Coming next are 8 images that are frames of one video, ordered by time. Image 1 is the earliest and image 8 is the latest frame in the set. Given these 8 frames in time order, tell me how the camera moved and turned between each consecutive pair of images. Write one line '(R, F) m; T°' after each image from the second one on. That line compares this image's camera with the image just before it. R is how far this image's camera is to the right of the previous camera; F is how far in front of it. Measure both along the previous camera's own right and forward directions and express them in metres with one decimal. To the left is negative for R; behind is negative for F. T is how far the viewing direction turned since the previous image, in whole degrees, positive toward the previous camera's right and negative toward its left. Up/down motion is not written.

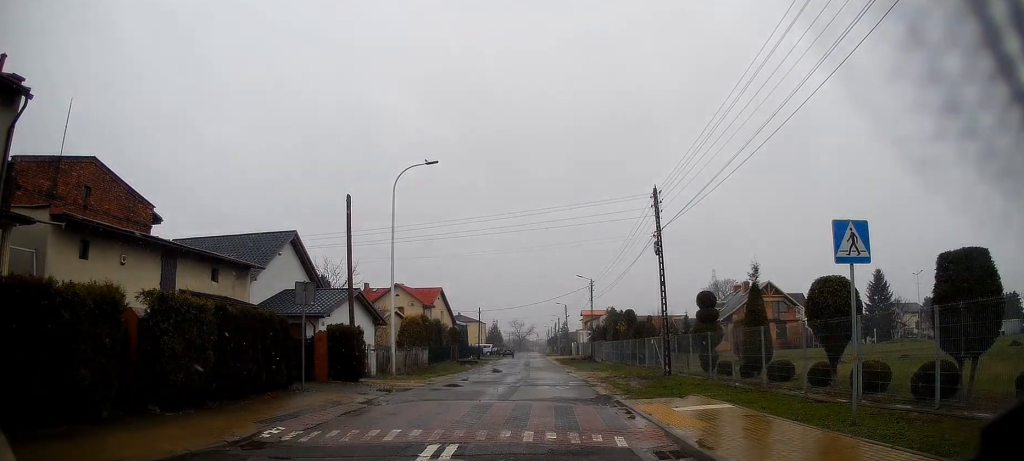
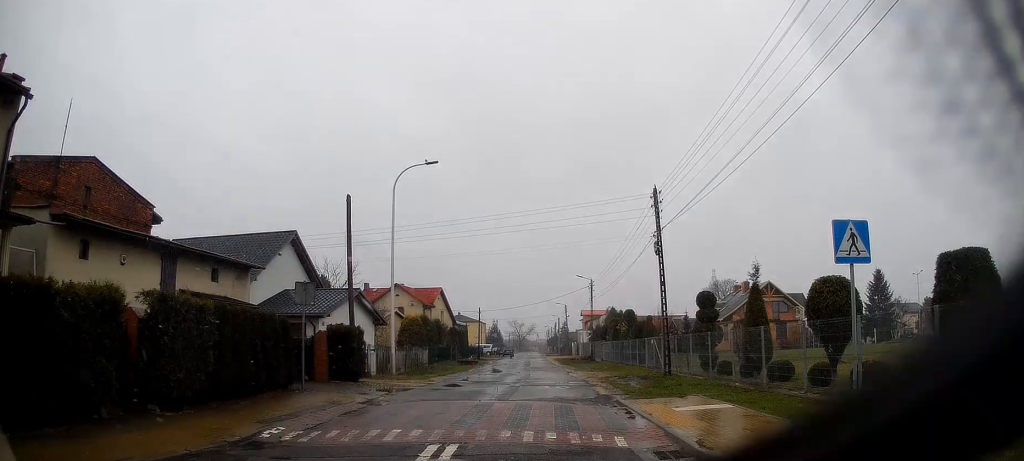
(0.0, 0.0) m; 0°
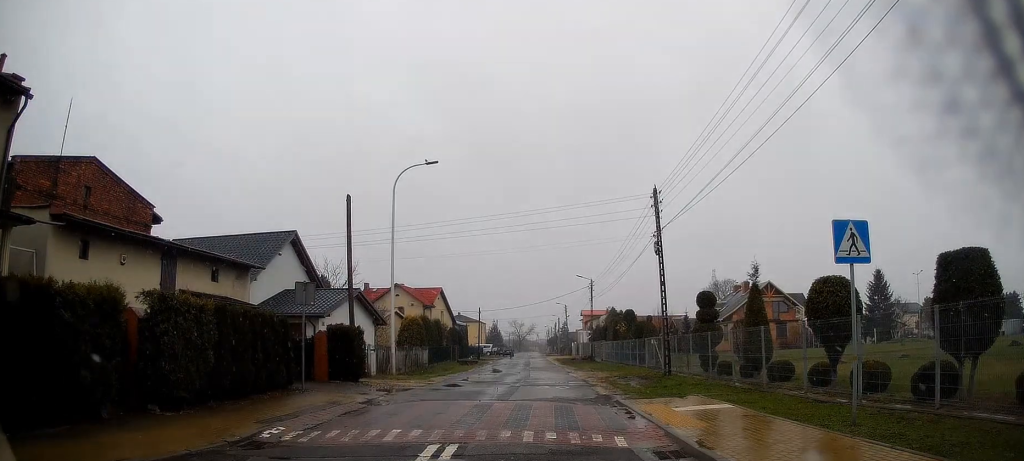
(0.0, 0.0) m; 0°
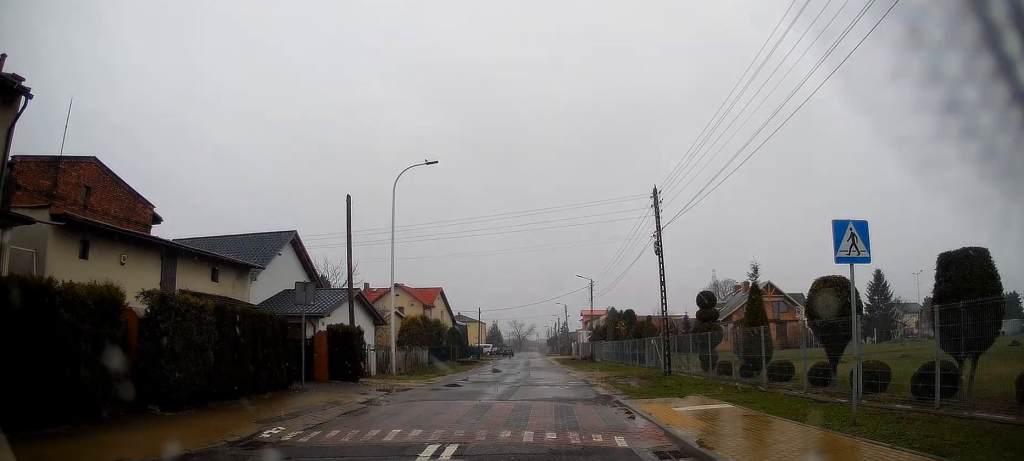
(0.0, 0.0) m; 0°
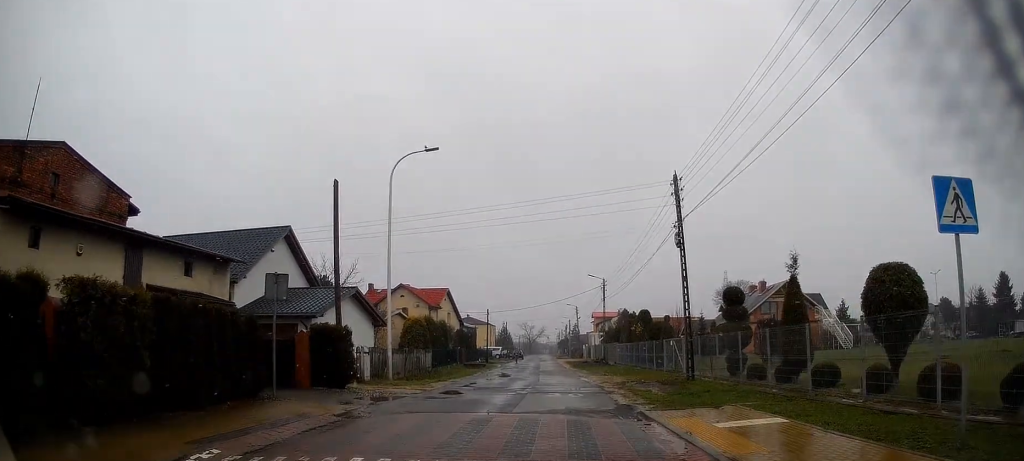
(-0.3, +1.4) m; -1°
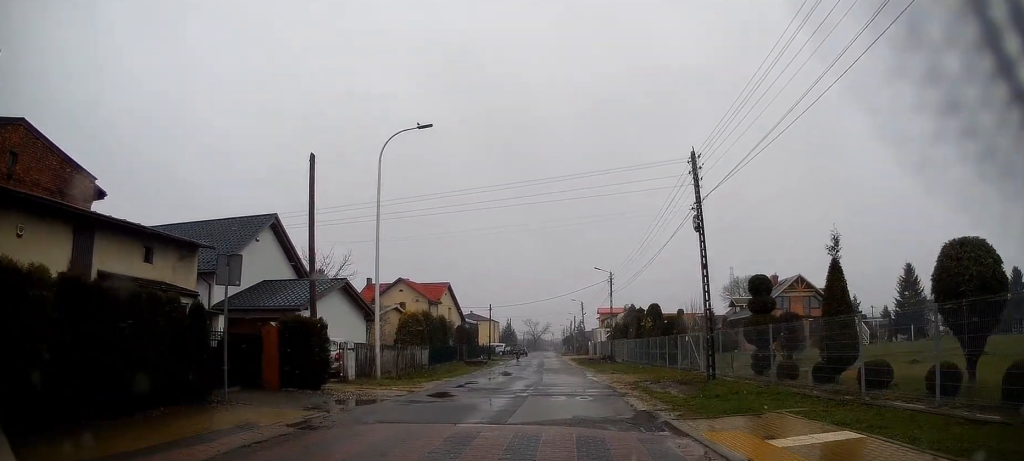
(+0.2, +2.1) m; -2°
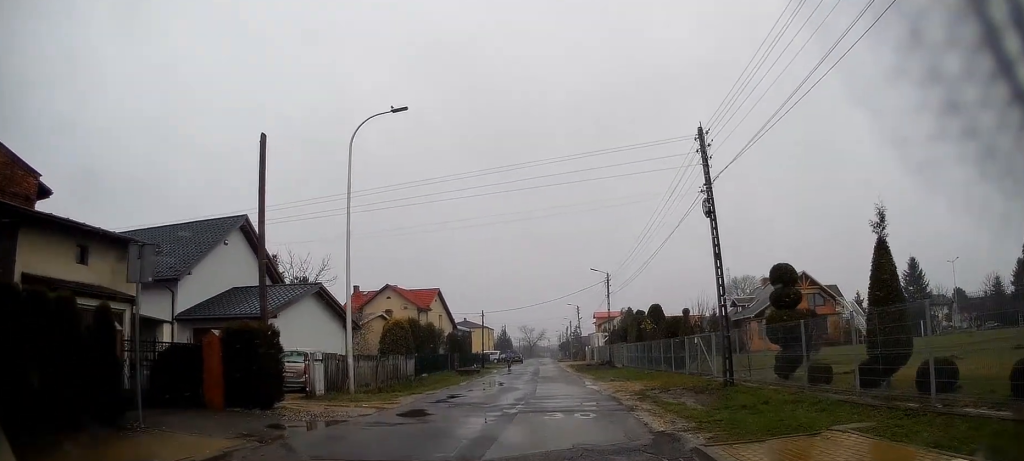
(-0.2, +2.3) m; -2°
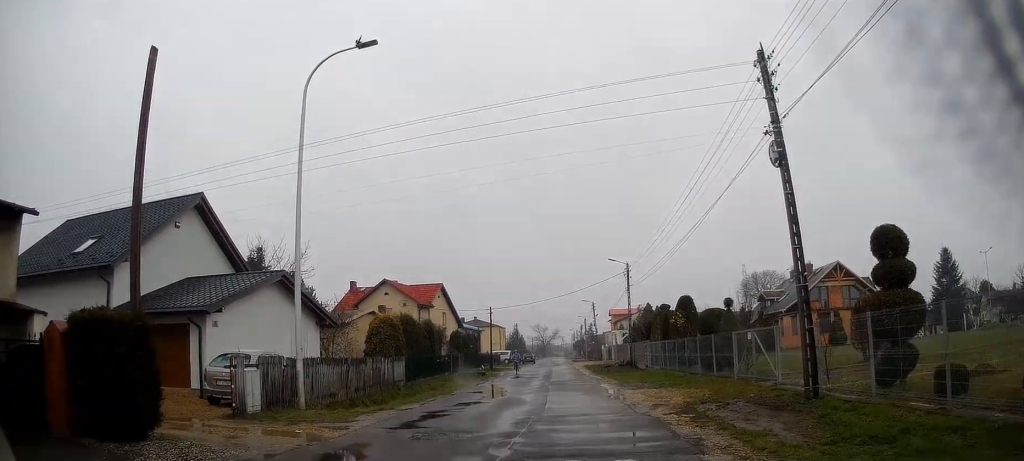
(0.0, +5.0) m; 0°
